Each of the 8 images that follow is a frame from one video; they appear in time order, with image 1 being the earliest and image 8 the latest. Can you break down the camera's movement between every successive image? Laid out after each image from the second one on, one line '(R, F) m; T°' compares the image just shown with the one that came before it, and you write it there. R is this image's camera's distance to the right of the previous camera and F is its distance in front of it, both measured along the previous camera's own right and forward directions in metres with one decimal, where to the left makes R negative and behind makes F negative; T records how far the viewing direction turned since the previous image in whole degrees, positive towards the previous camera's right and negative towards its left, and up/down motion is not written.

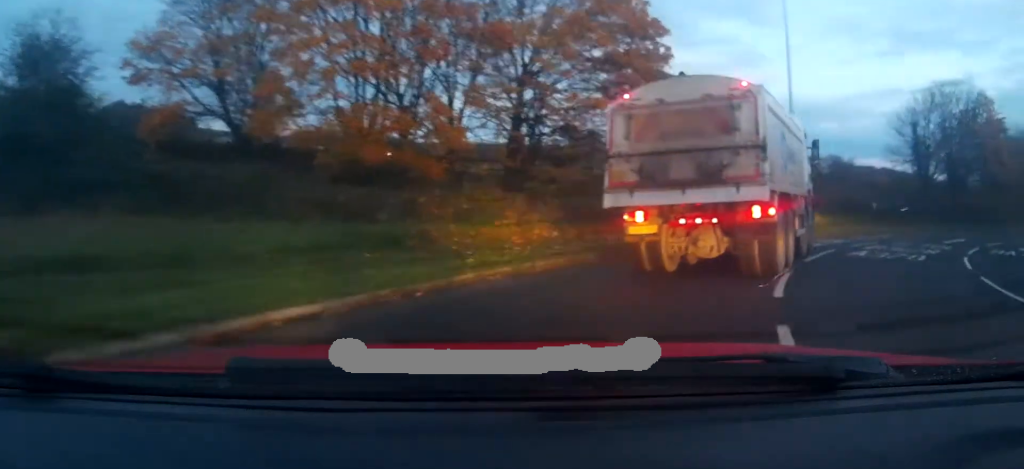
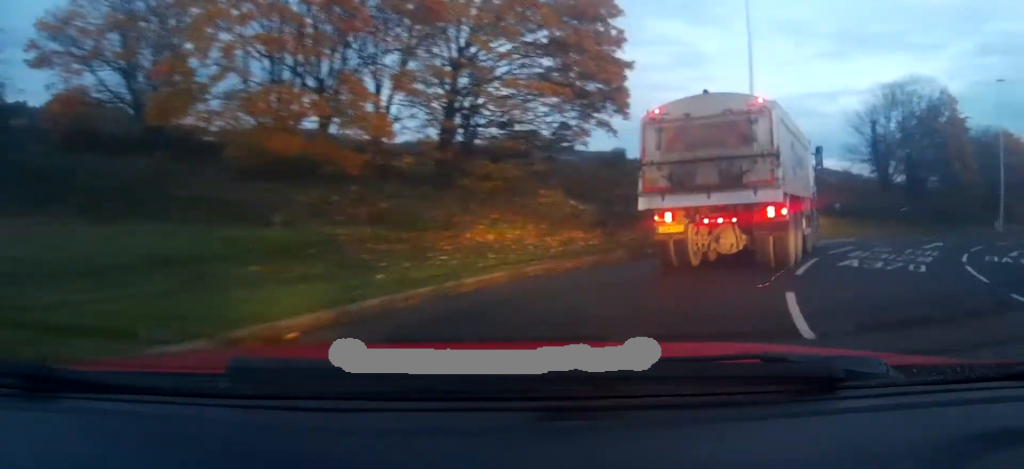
(0.0, +2.5) m; +4°
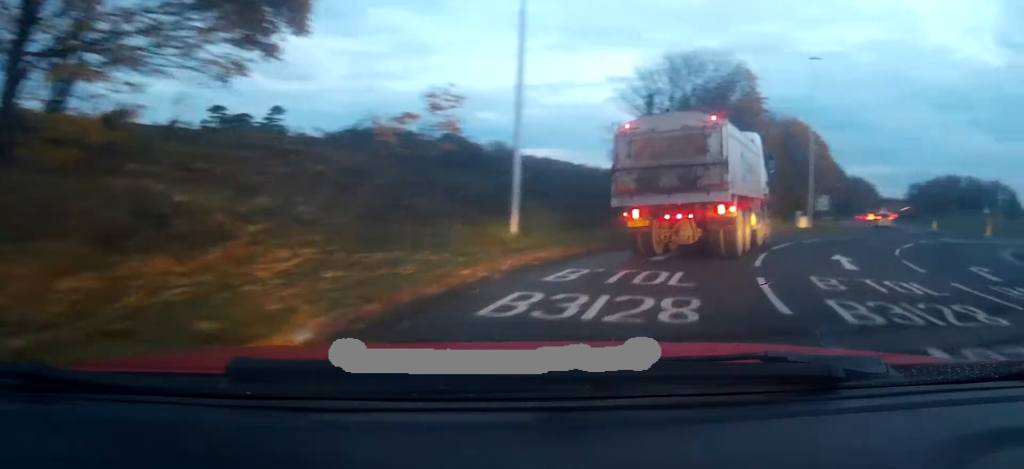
(+1.8, +10.2) m; +23°
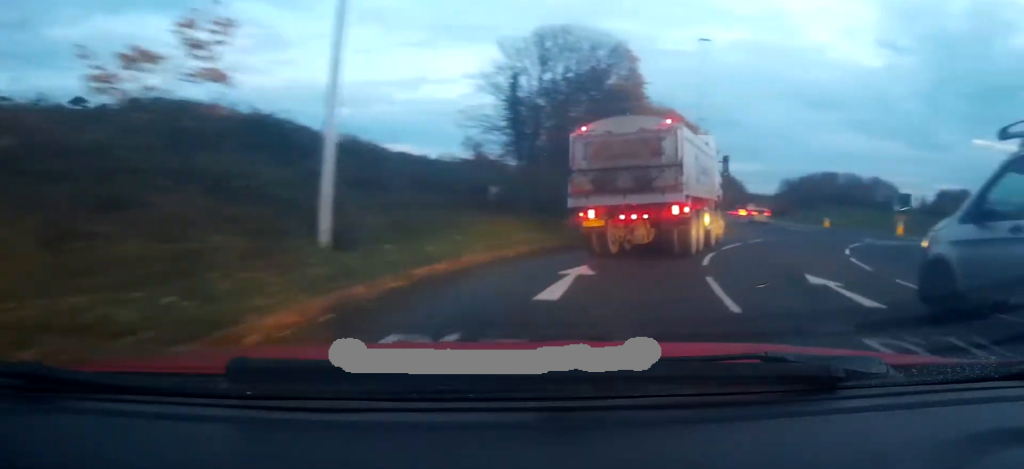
(+0.6, +5.2) m; +11°
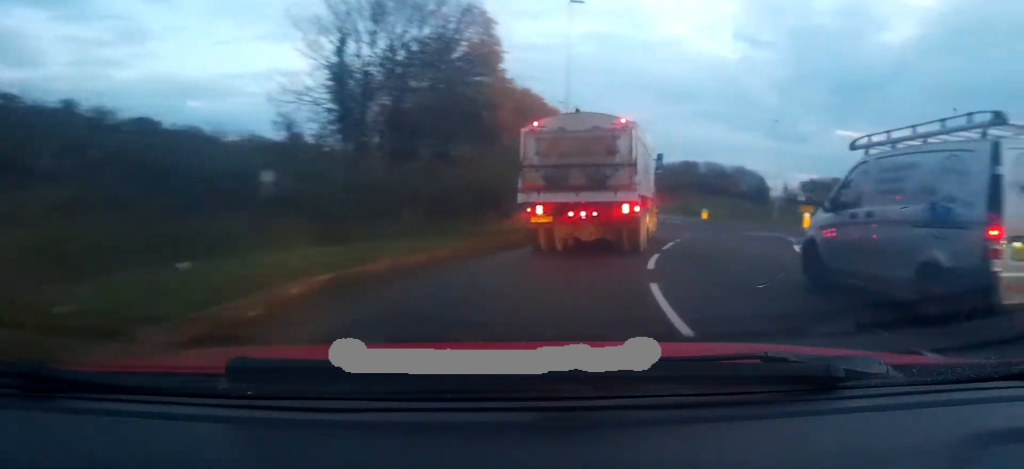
(+0.7, +7.0) m; +10°
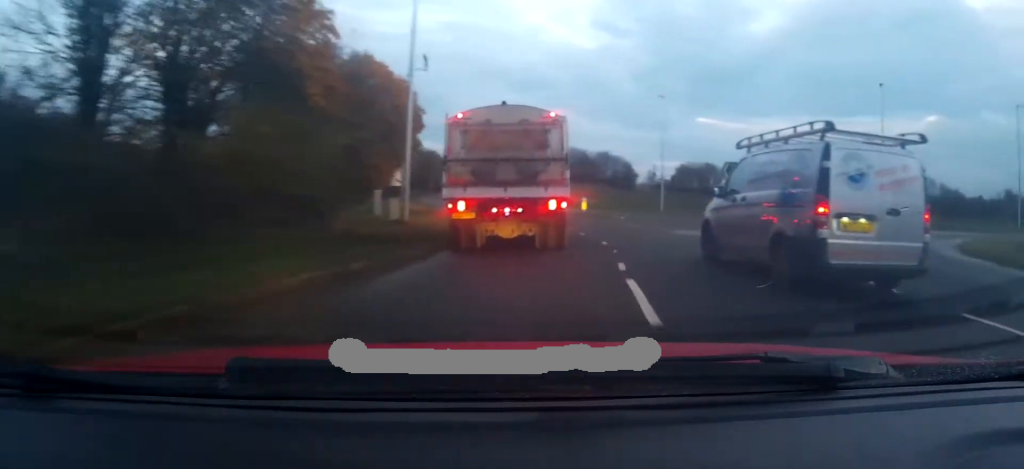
(+1.0, +9.9) m; +8°
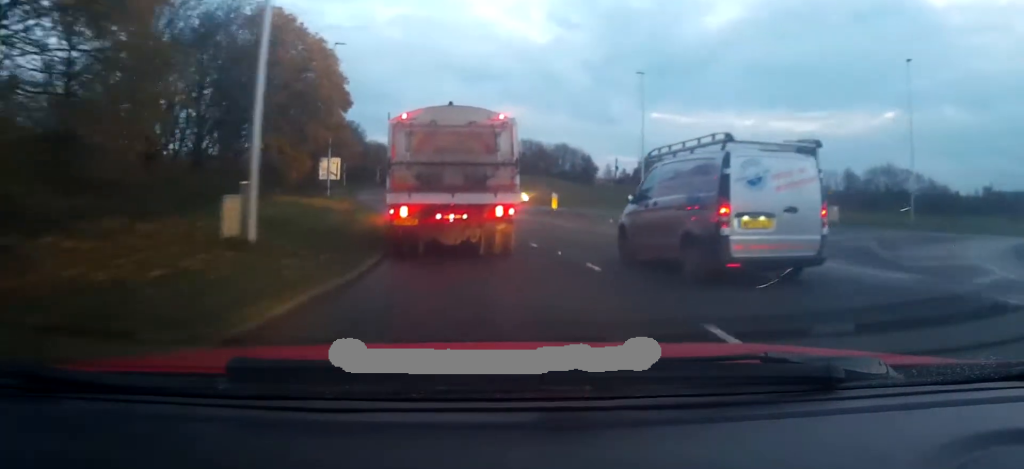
(+0.5, +11.4) m; +1°
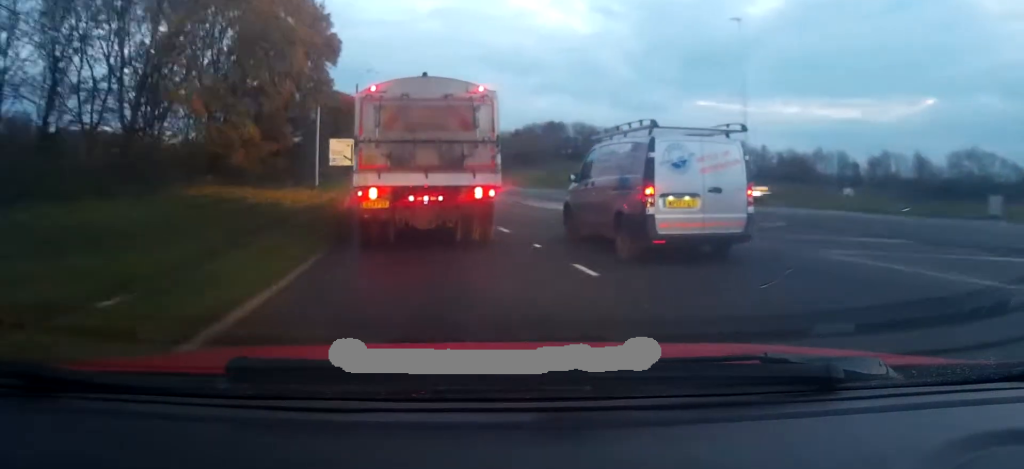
(-0.5, +14.8) m; -5°
